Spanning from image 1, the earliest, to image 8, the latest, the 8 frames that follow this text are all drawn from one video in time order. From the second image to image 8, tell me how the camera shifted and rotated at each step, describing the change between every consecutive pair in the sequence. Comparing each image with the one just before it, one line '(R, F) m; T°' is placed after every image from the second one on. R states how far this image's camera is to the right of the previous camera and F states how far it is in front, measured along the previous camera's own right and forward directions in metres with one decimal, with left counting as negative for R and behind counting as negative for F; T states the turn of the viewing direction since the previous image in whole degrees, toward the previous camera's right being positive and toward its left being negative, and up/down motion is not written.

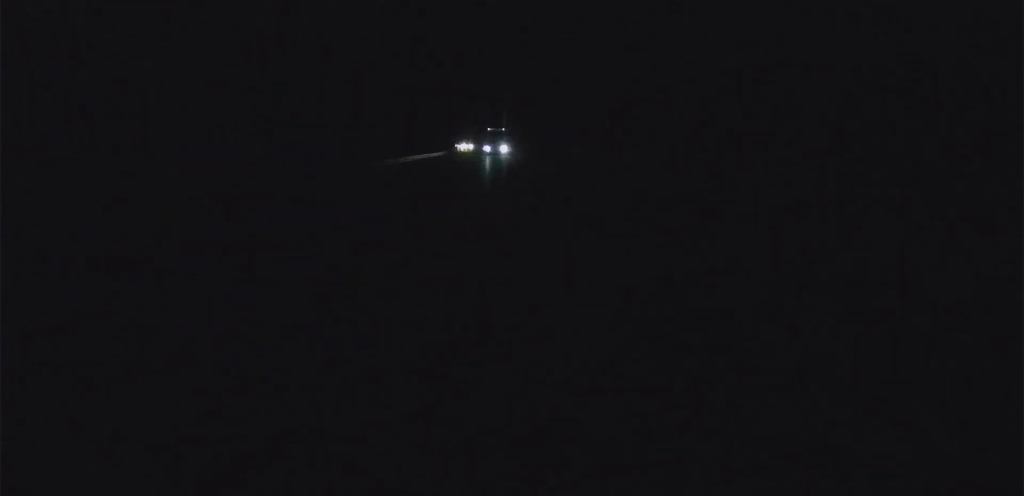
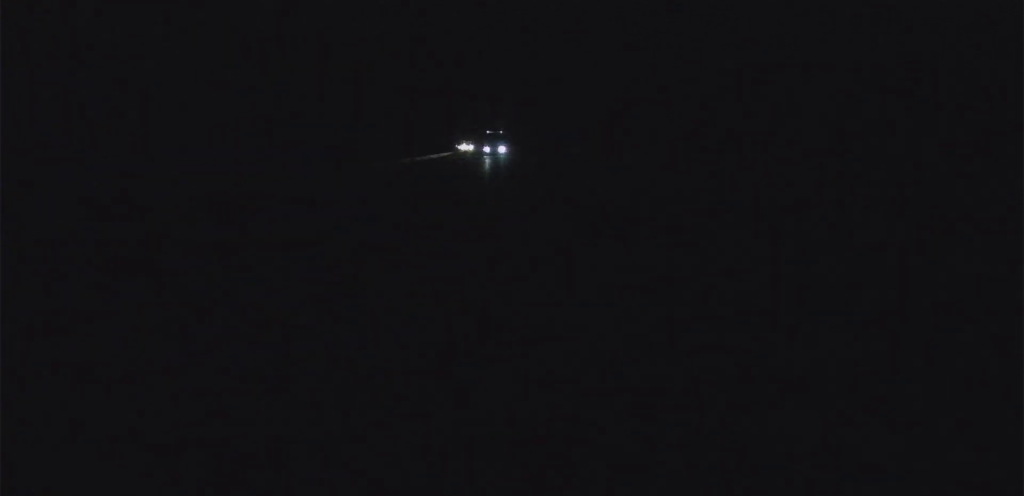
(+4.6, +123.5) m; +3°
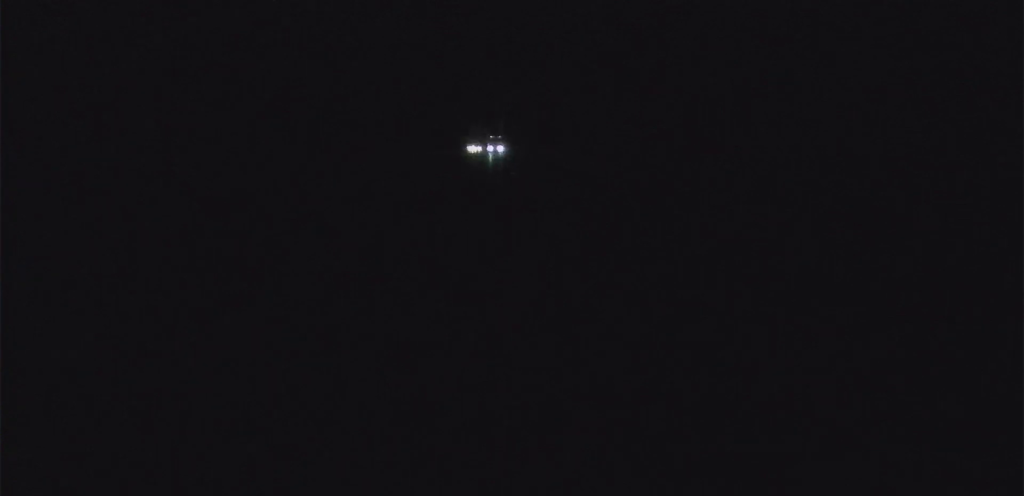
(+48.3, +506.3) m; +7°
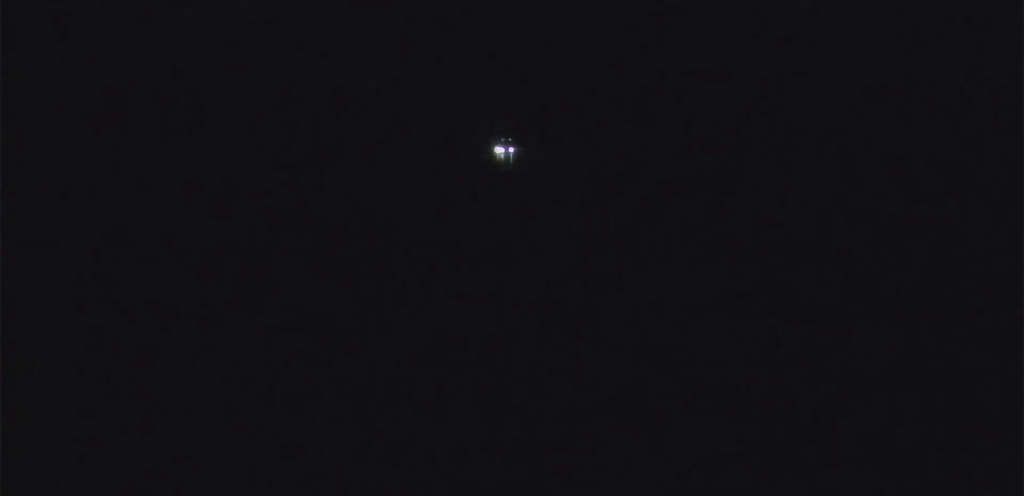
(+2.5, +197.9) m; -1°
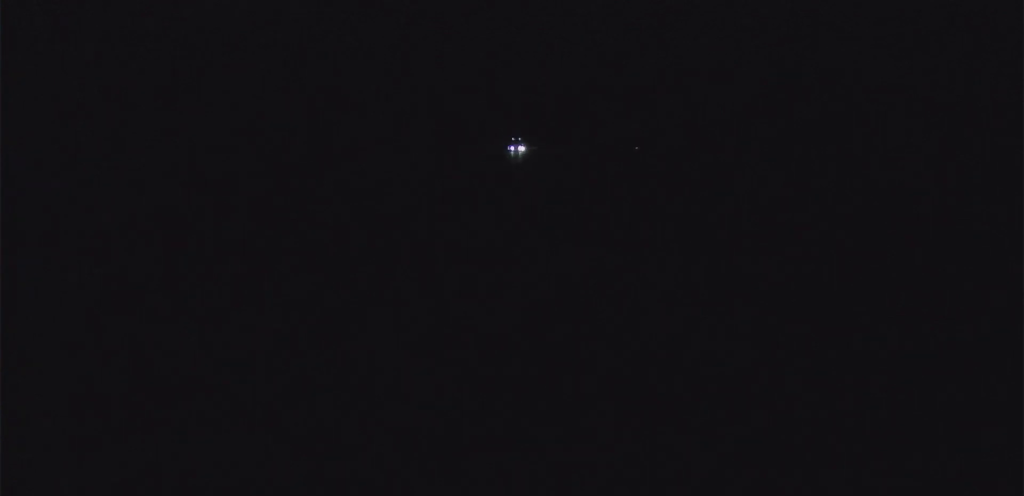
(-3.7, +189.4) m; -3°
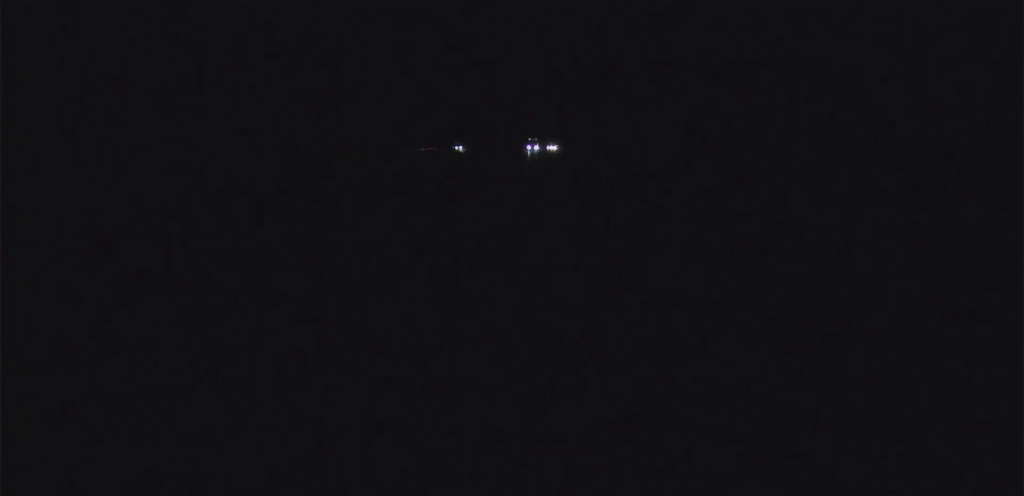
(-4.5, +220.8) m; -5°
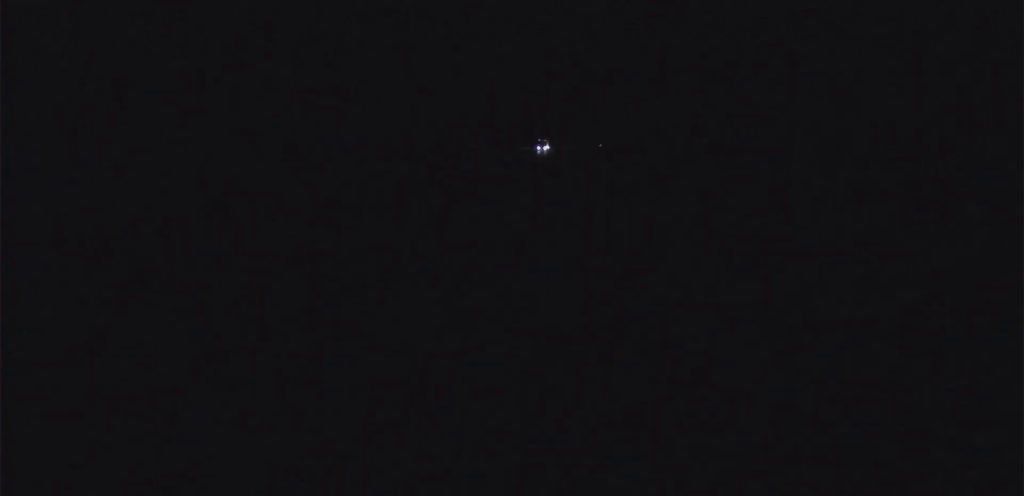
(-8.3, +210.6) m; -6°
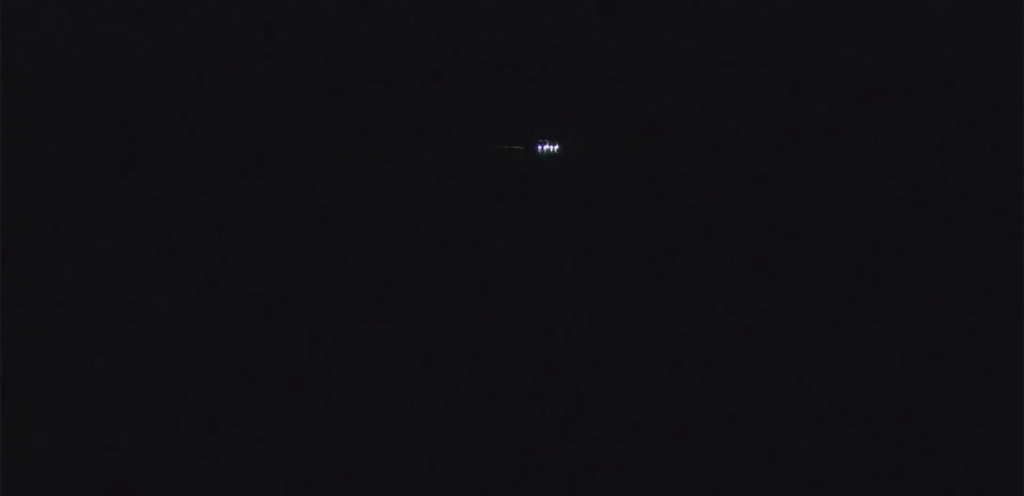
(-39.7, +395.6) m; -10°
